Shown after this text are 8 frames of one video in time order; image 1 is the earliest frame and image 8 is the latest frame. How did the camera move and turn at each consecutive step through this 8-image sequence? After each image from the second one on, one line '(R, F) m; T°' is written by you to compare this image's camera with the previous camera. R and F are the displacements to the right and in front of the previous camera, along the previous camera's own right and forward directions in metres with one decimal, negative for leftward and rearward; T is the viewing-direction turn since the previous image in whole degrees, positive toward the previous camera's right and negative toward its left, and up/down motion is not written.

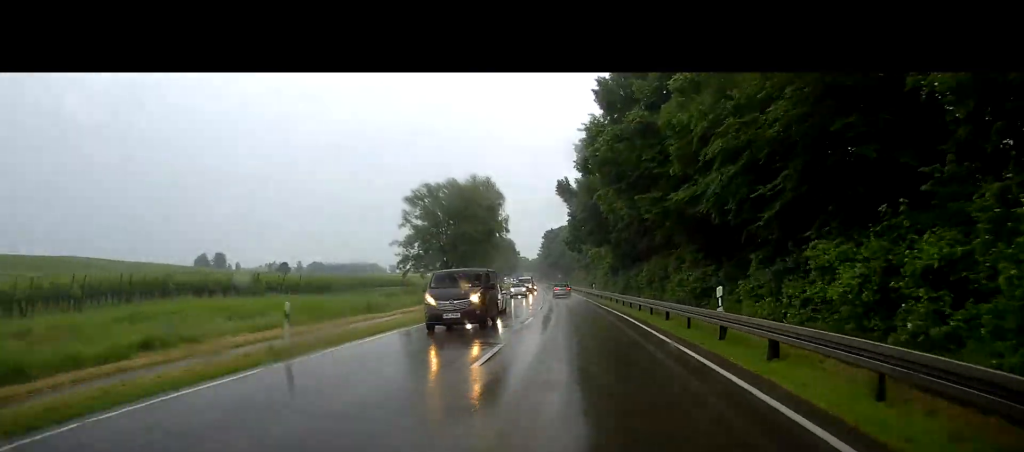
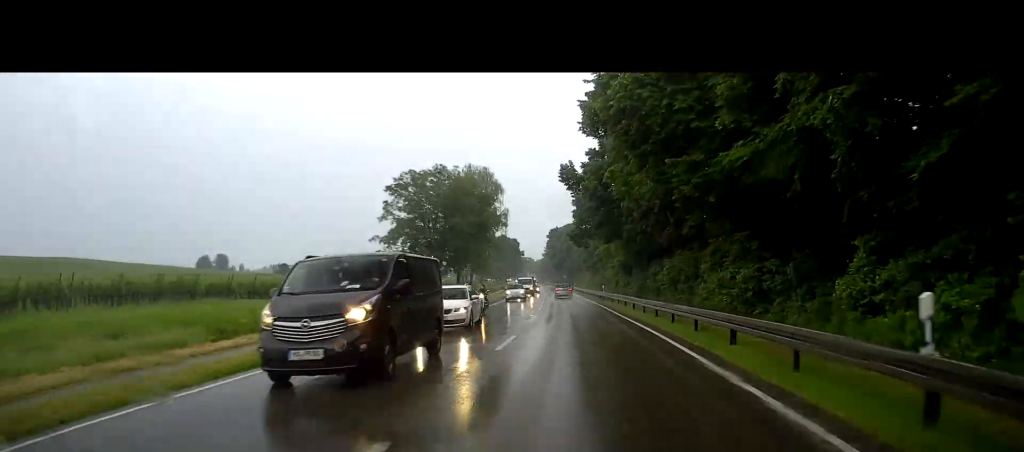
(-0.2, +9.0) m; -1°
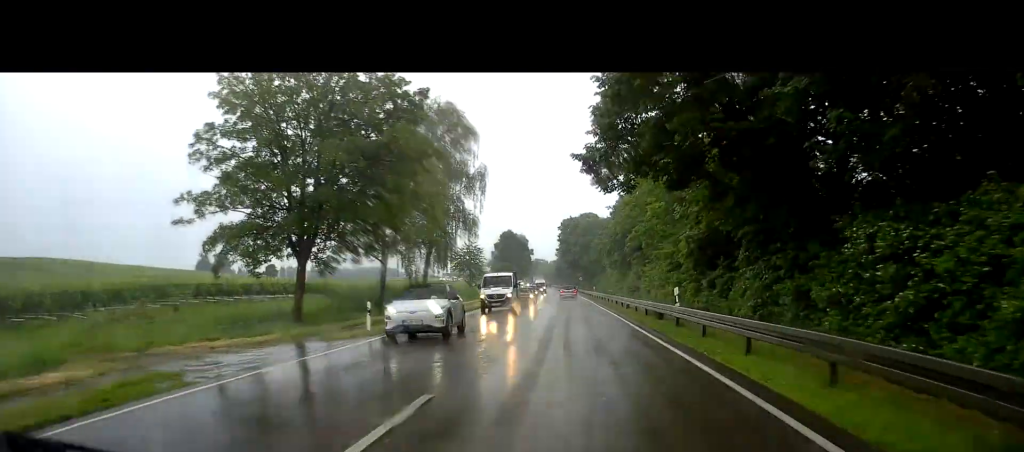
(-1.0, +33.5) m; -2°
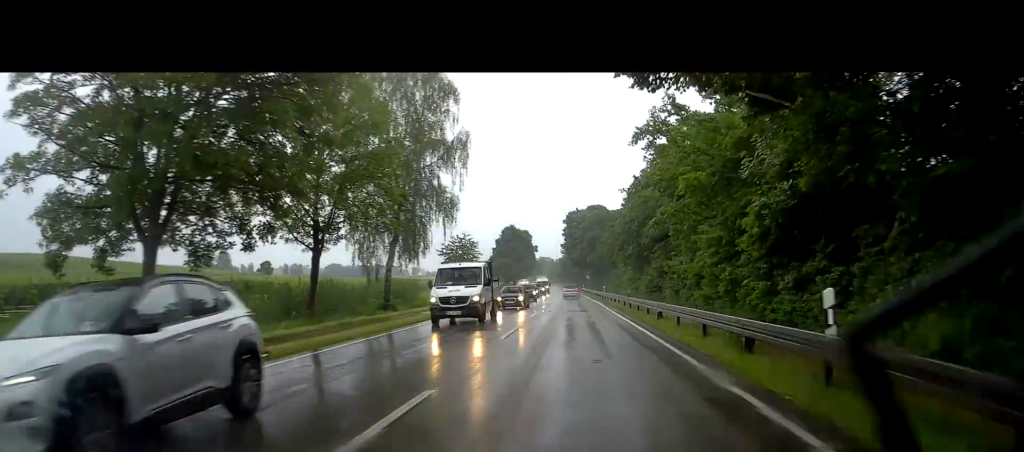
(-0.1, +11.7) m; -1°
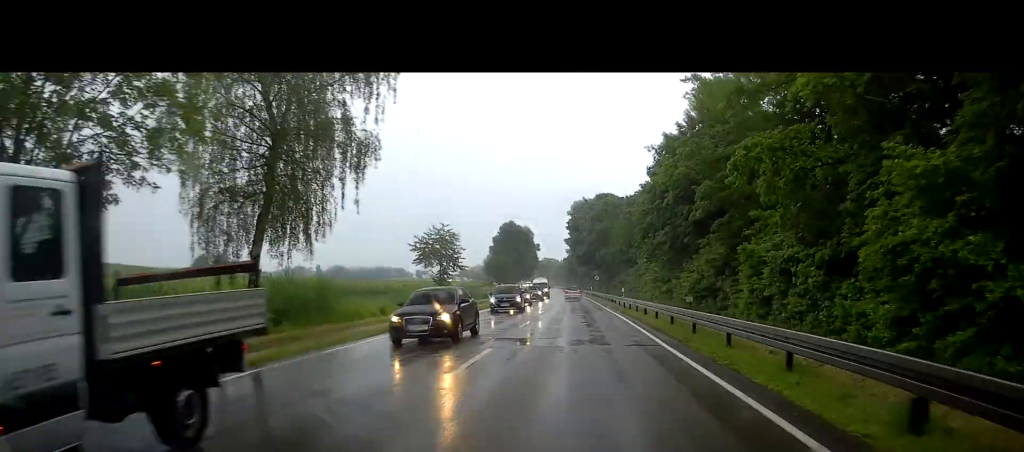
(-0.2, +18.3) m; -1°
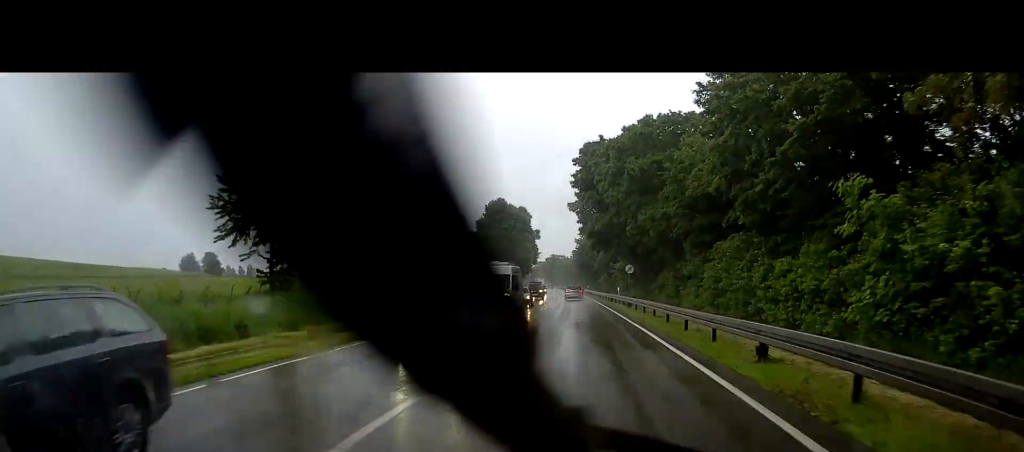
(-0.3, +43.0) m; 0°
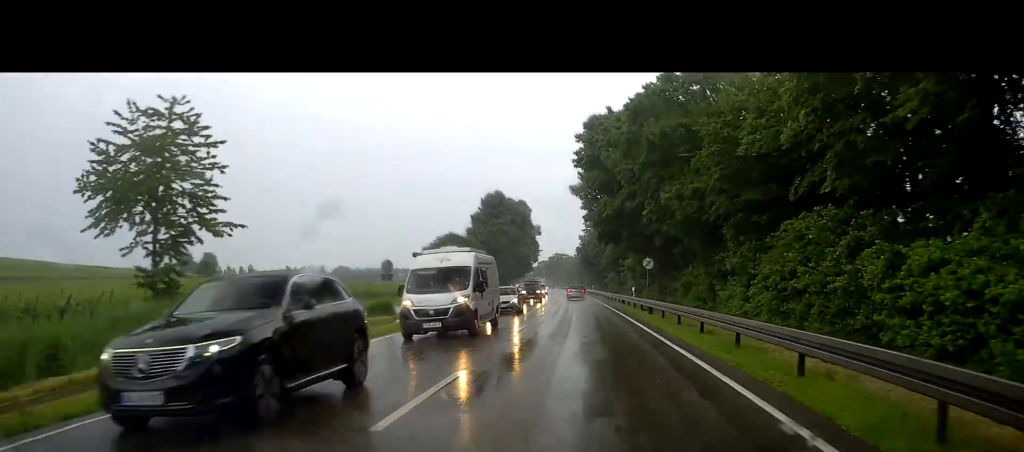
(0.0, +9.9) m; 0°
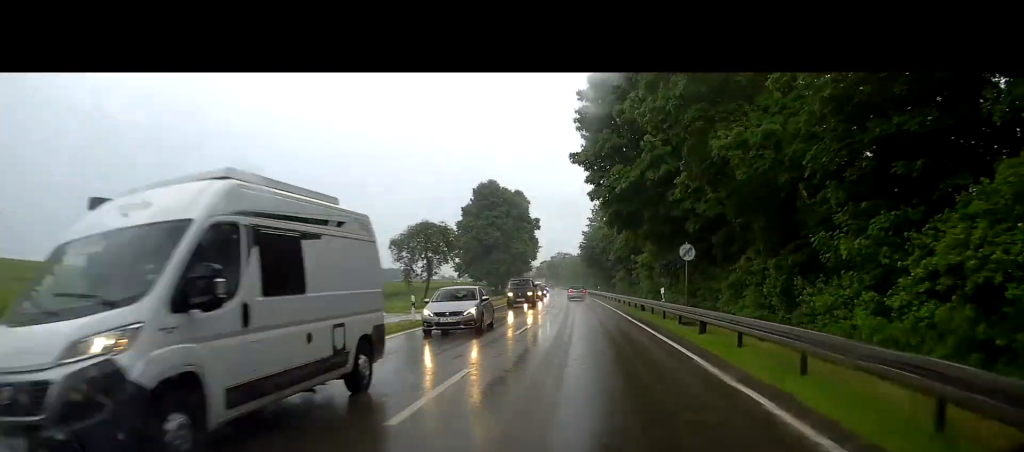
(+0.1, +11.9) m; 0°
